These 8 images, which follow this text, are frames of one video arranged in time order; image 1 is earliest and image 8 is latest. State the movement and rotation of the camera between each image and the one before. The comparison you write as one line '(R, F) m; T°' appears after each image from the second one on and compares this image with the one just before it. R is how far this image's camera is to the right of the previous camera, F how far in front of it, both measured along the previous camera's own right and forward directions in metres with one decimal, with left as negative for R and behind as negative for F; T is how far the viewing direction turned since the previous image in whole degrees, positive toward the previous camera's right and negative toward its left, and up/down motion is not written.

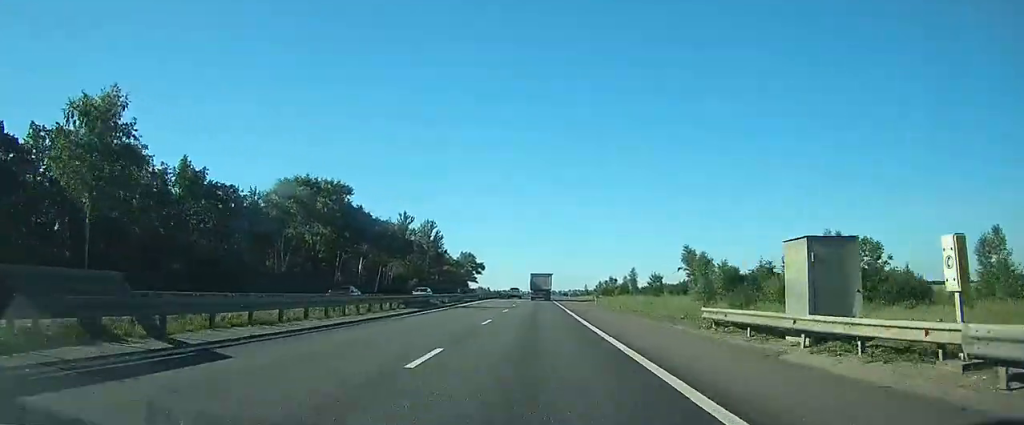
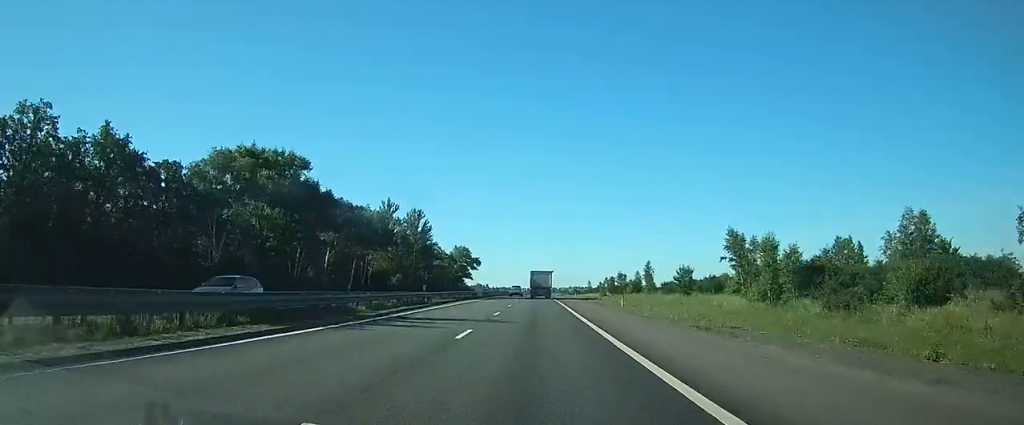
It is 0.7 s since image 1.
(0.0, +18.5) m; 0°
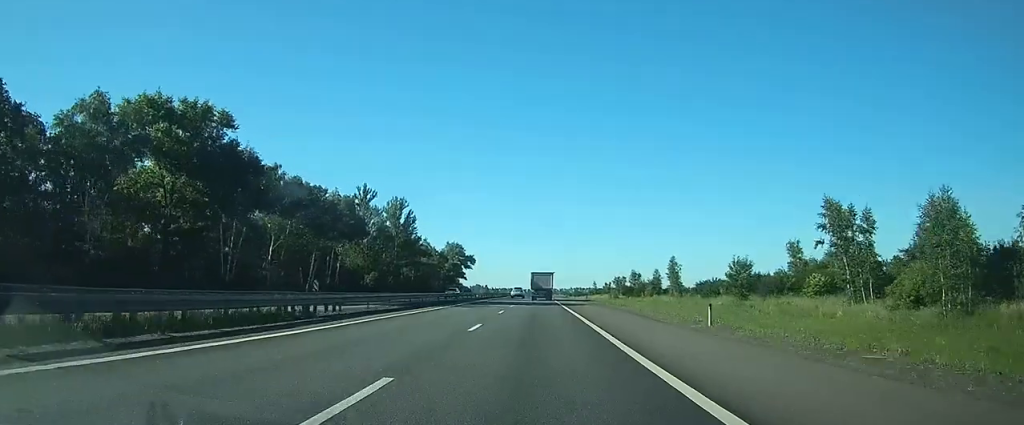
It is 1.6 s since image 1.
(+0.1, +21.0) m; 0°
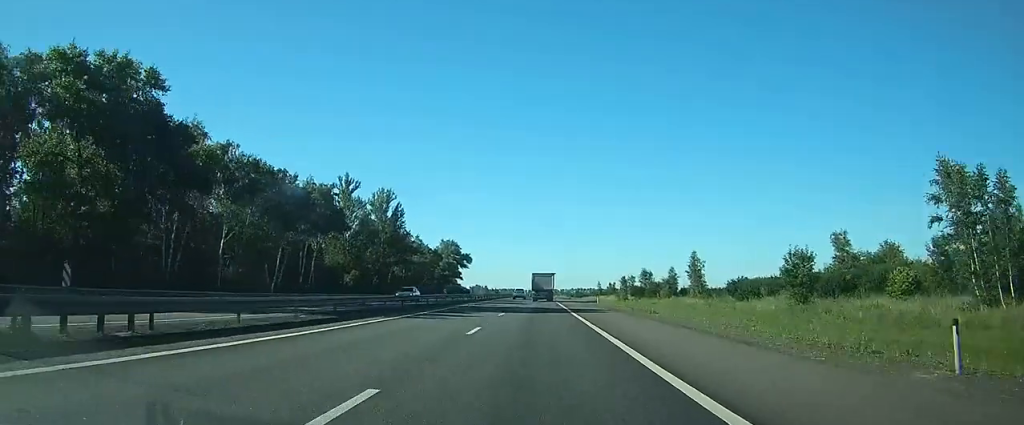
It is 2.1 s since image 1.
(0.0, +12.6) m; 0°
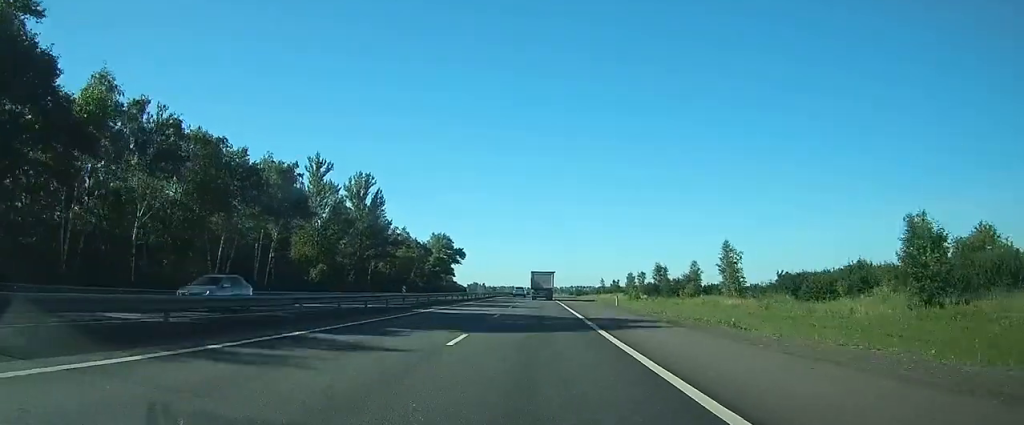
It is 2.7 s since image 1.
(0.0, +15.1) m; 0°
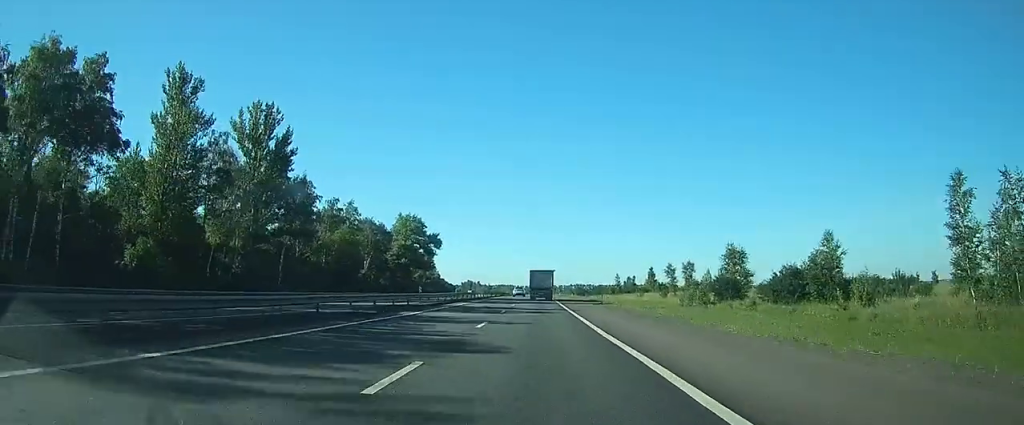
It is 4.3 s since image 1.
(-0.1, +41.3) m; 0°
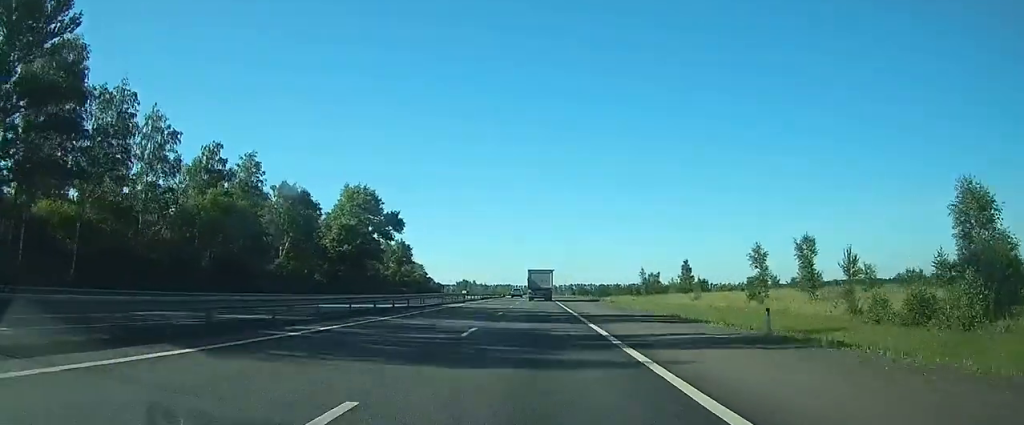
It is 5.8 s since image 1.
(+0.1, +39.0) m; 0°
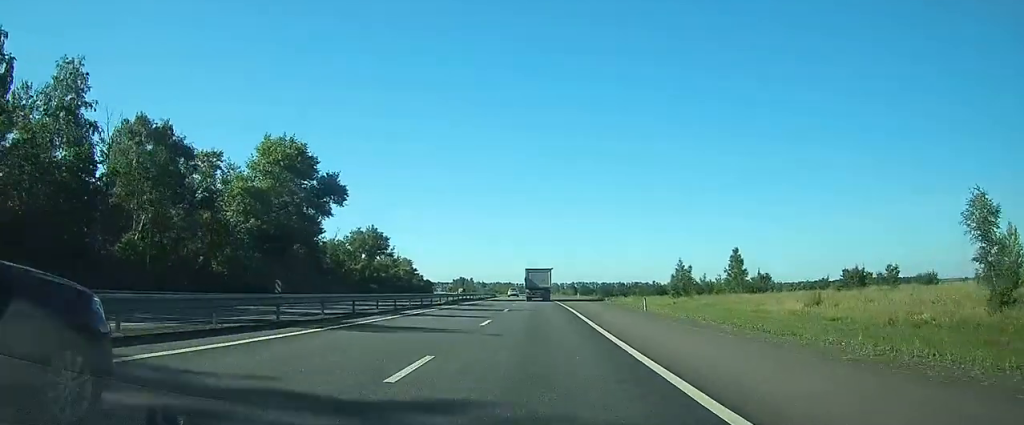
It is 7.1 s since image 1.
(0.0, +31.5) m; 0°
